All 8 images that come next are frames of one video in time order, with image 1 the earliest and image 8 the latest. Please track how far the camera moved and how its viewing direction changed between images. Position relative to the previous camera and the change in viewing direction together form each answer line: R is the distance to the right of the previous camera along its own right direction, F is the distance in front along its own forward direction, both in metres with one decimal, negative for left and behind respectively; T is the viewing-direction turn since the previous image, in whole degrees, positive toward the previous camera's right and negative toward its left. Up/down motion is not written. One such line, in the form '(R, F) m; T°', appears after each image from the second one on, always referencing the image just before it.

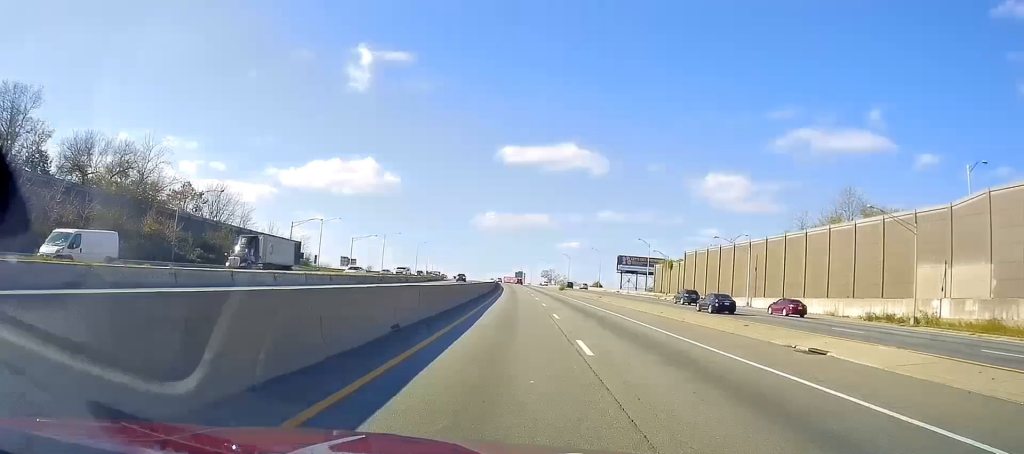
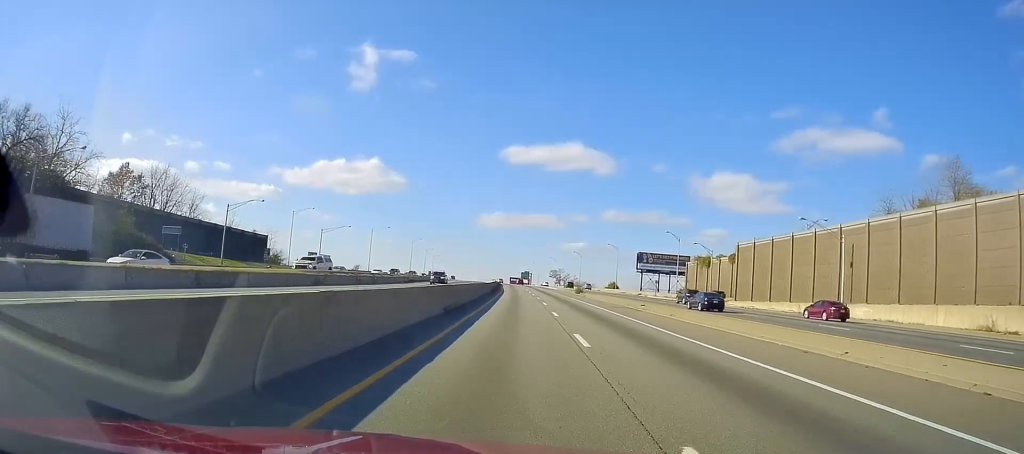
(-0.2, +22.7) m; -1°
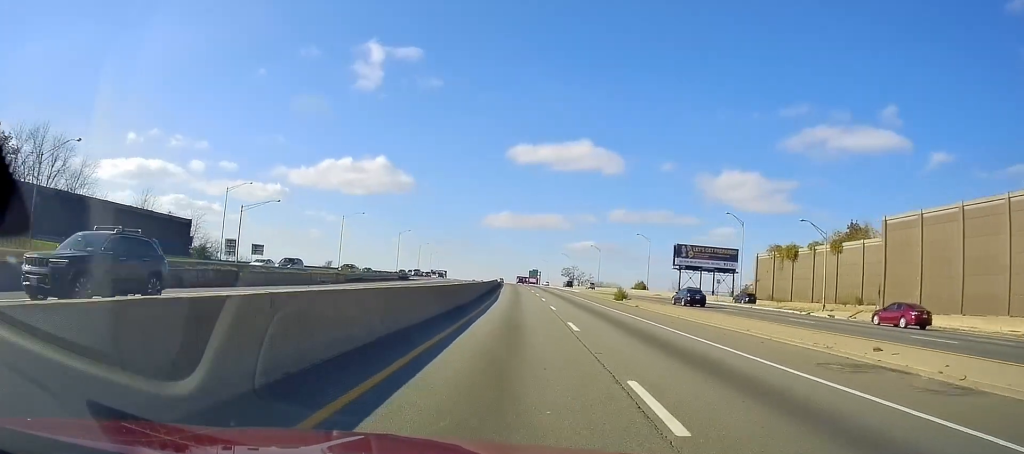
(-0.2, +32.9) m; -1°
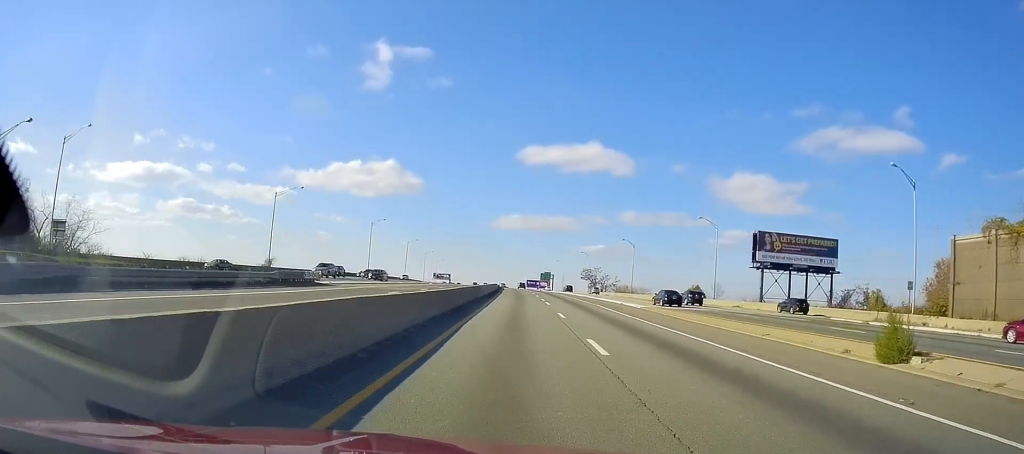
(0.0, +41.8) m; 0°
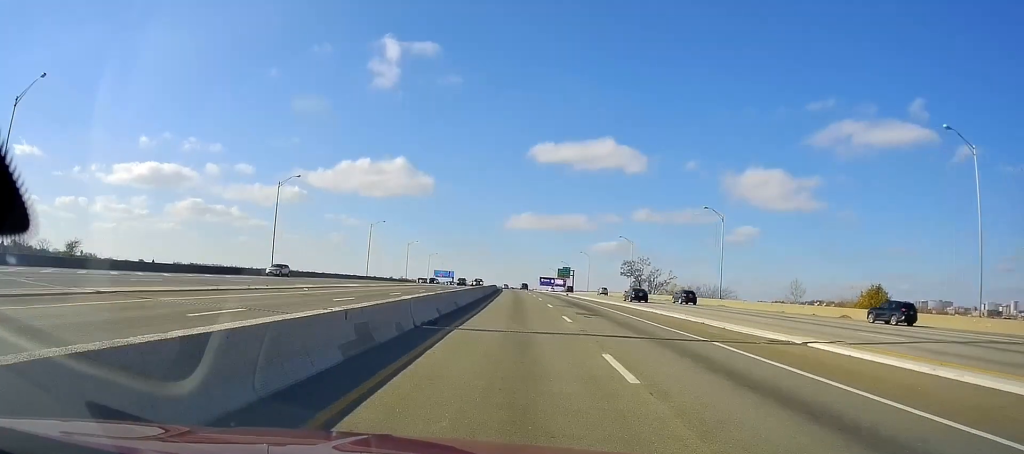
(-0.6, +57.5) m; -1°
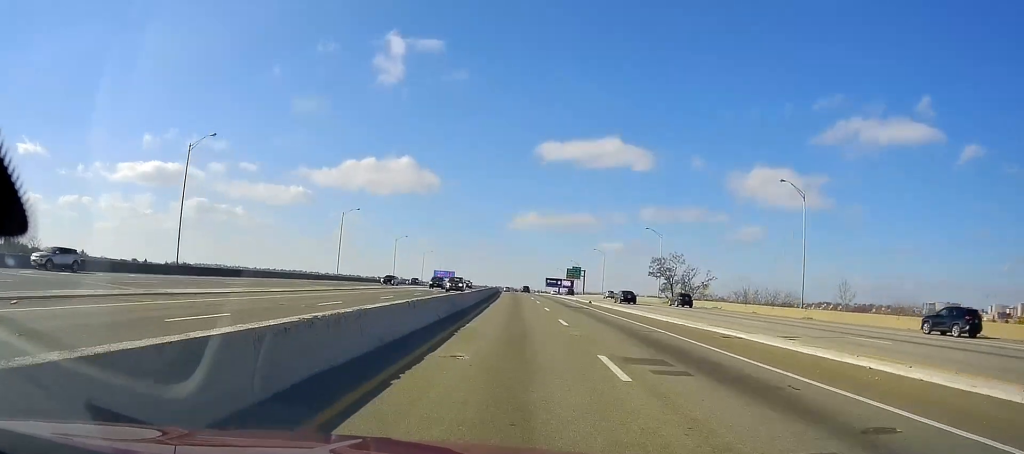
(0.0, +24.8) m; 0°
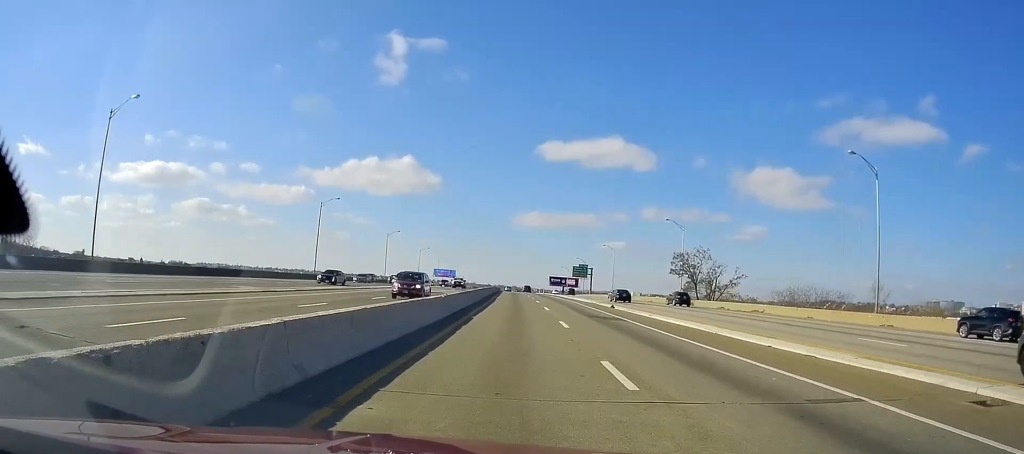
(+0.1, +13.6) m; -1°
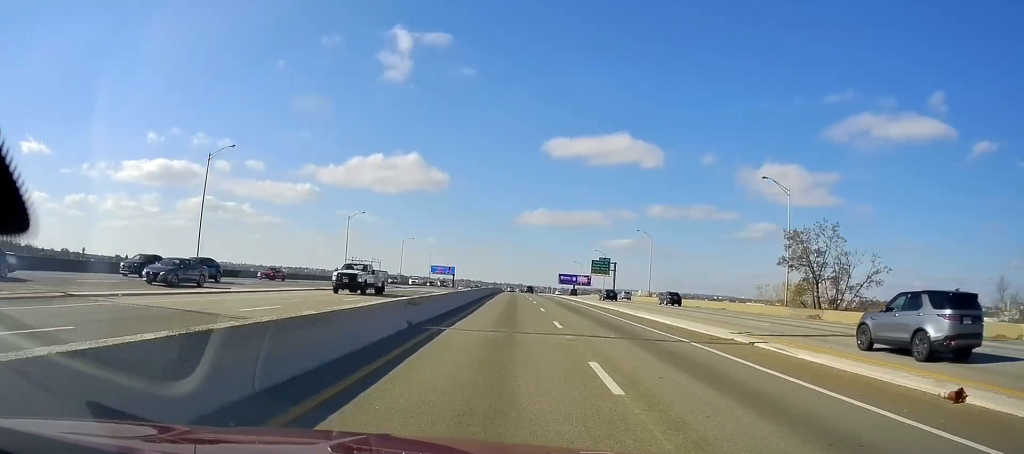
(-0.7, +38.1) m; -1°
